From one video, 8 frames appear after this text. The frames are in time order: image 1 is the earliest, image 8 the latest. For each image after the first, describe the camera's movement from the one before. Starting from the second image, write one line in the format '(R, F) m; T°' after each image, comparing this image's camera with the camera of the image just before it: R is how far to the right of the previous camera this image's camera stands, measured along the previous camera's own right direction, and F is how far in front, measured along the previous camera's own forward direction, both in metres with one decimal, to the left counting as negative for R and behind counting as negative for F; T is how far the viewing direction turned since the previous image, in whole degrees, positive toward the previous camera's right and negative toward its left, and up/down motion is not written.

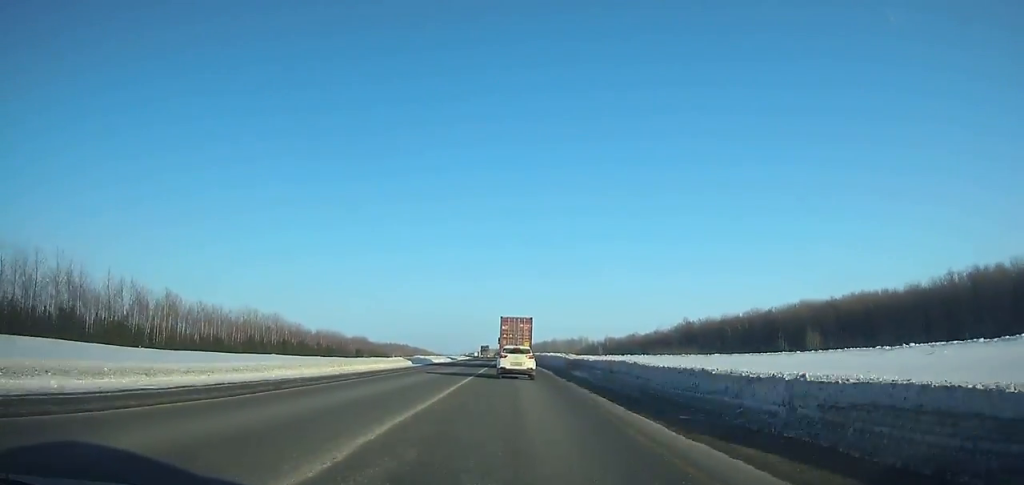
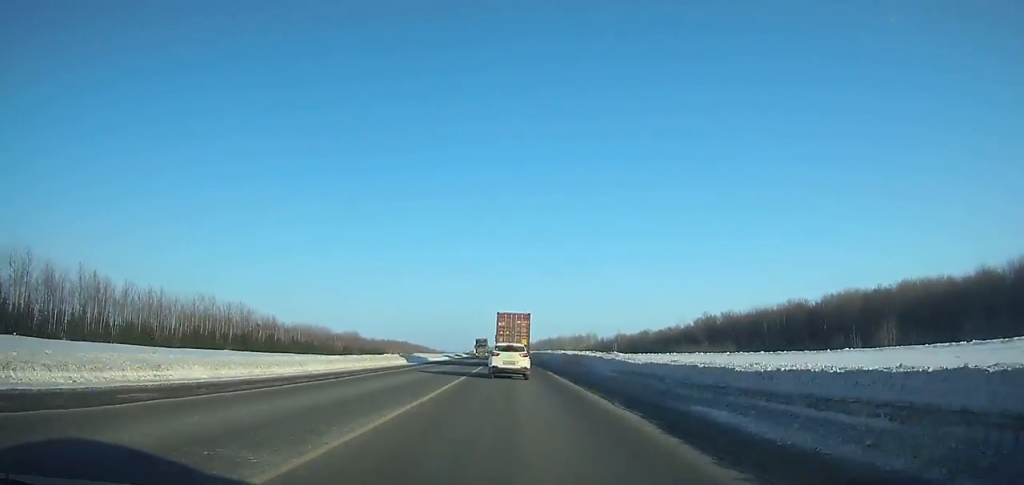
(-0.3, +26.2) m; -1°
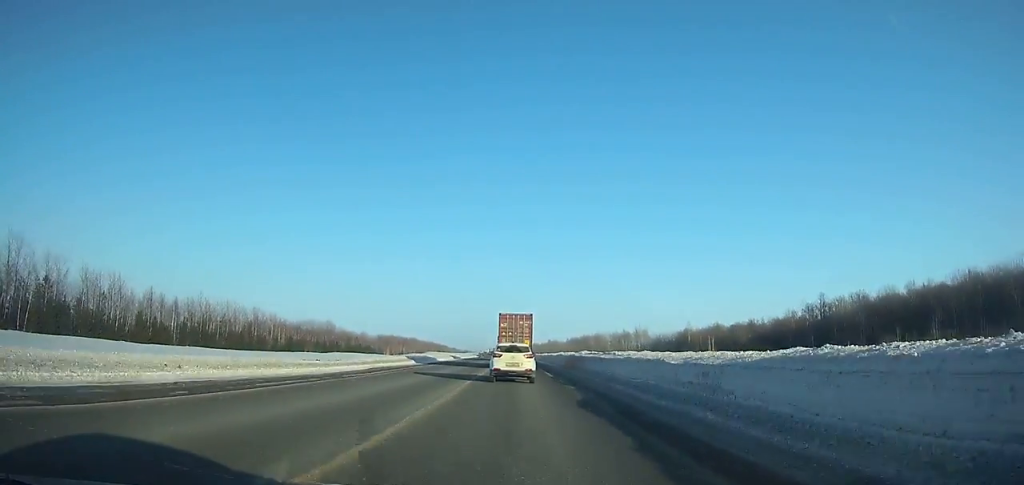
(-1.9, +89.4) m; -2°
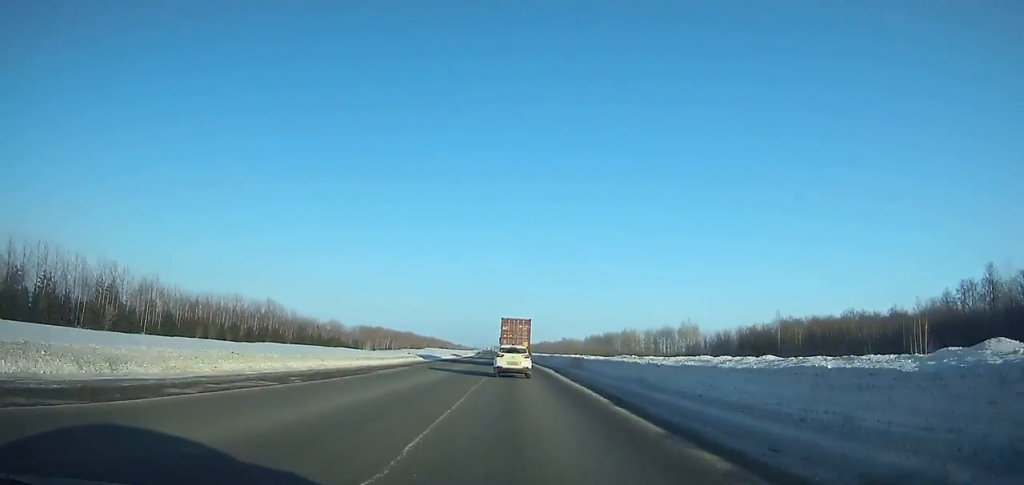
(-0.6, +73.7) m; -1°
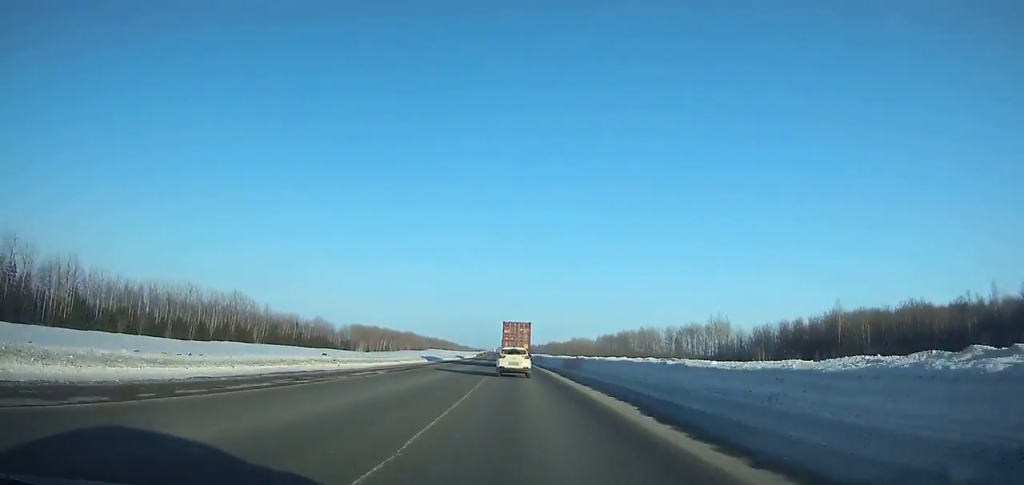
(-0.1, +28.6) m; 0°
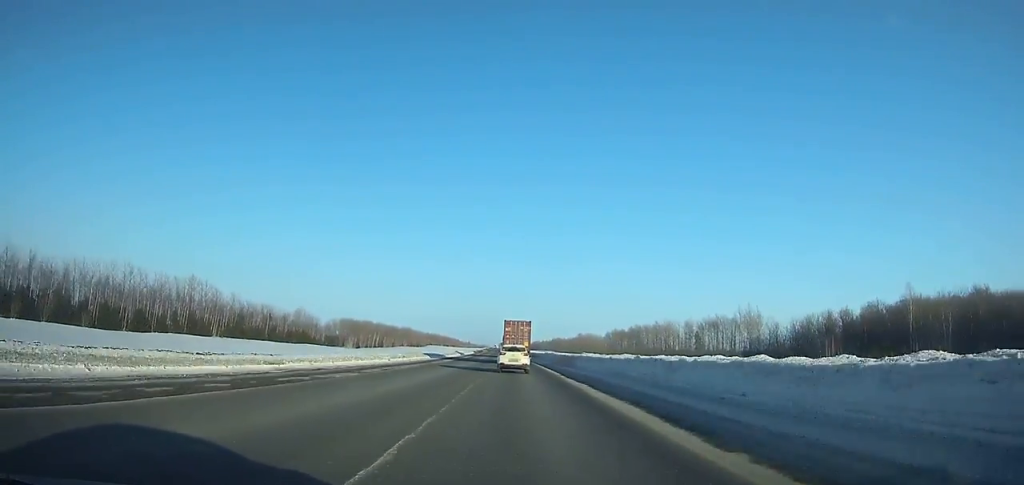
(0.0, +24.9) m; 0°
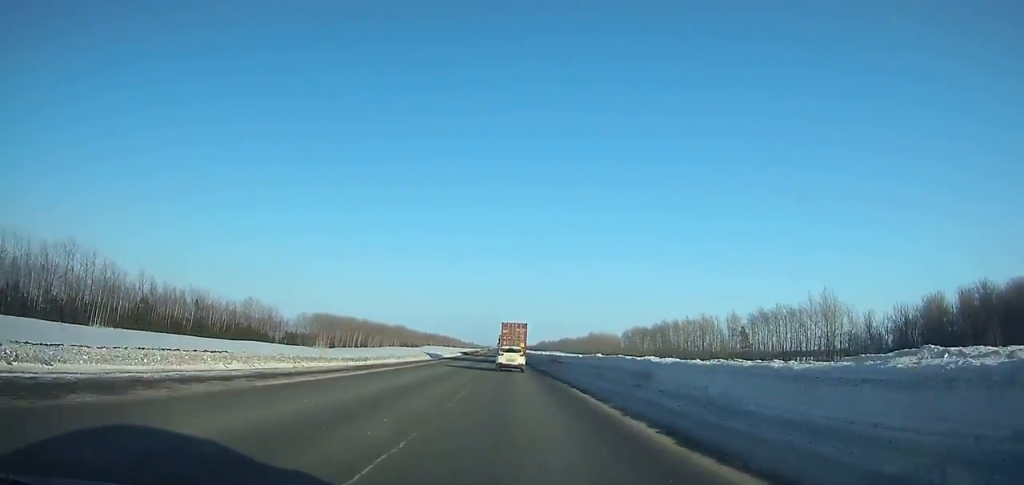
(-0.3, +45.0) m; -1°
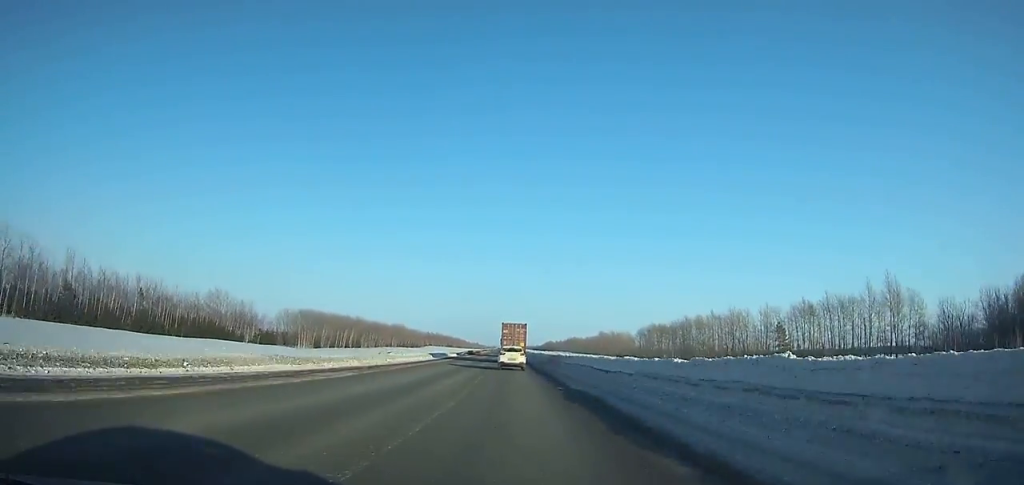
(-0.1, +24.0) m; 0°
